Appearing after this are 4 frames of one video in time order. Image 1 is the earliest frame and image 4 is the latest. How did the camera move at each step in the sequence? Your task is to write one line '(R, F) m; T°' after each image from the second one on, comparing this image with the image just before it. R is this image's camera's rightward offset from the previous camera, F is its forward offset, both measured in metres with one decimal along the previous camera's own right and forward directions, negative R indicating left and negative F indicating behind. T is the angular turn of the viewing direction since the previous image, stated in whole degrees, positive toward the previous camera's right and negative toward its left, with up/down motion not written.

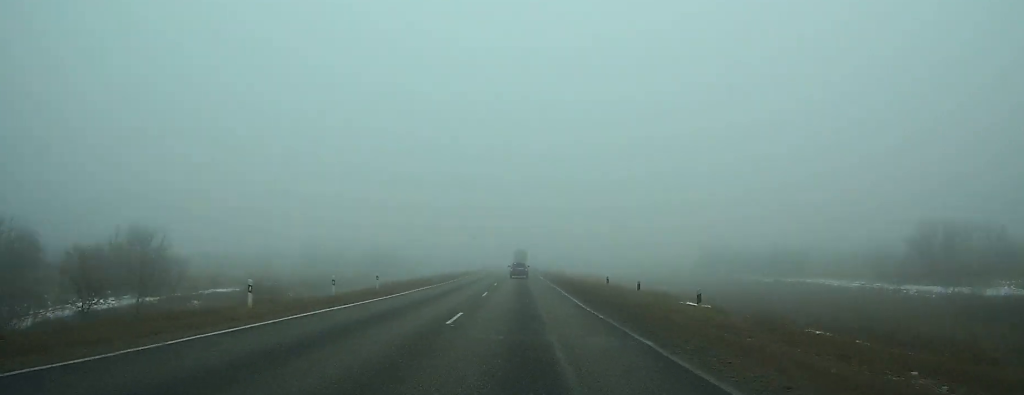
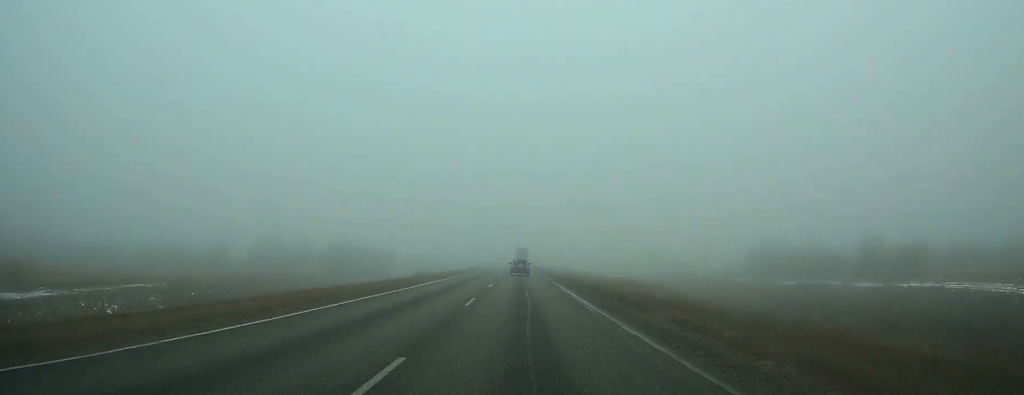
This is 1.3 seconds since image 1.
(-0.1, +31.9) m; 0°
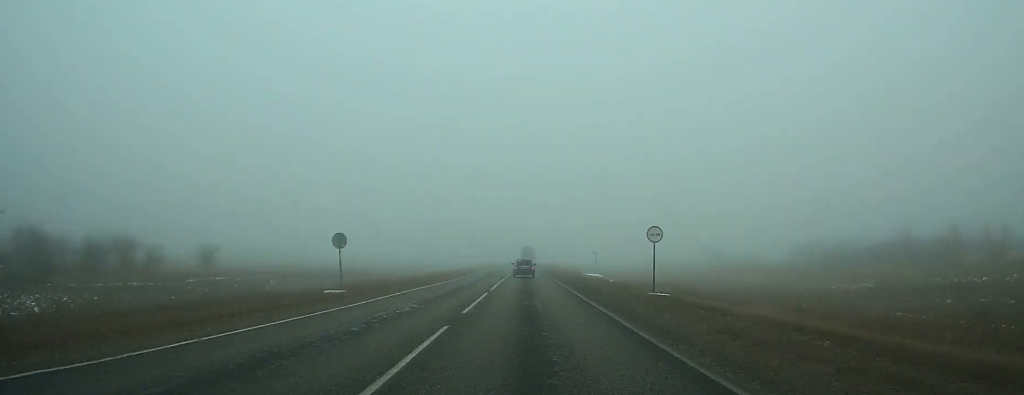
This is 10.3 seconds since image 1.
(+0.2, +217.8) m; 0°
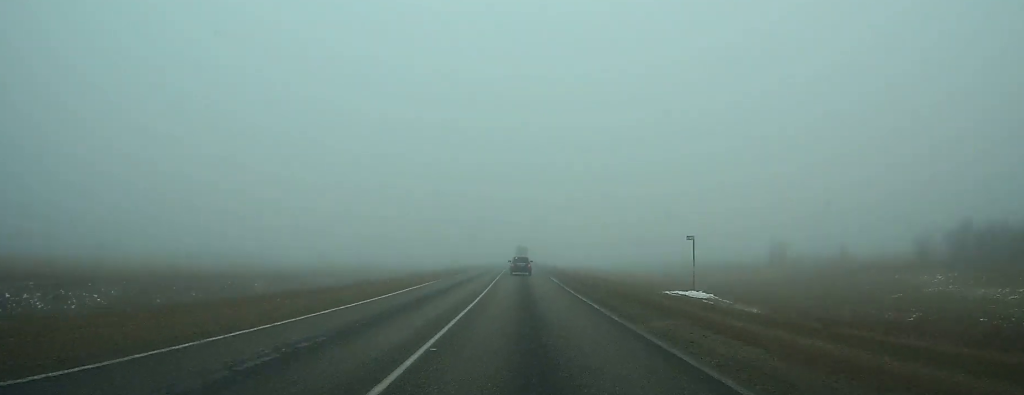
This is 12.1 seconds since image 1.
(+0.1, +43.4) m; 0°
